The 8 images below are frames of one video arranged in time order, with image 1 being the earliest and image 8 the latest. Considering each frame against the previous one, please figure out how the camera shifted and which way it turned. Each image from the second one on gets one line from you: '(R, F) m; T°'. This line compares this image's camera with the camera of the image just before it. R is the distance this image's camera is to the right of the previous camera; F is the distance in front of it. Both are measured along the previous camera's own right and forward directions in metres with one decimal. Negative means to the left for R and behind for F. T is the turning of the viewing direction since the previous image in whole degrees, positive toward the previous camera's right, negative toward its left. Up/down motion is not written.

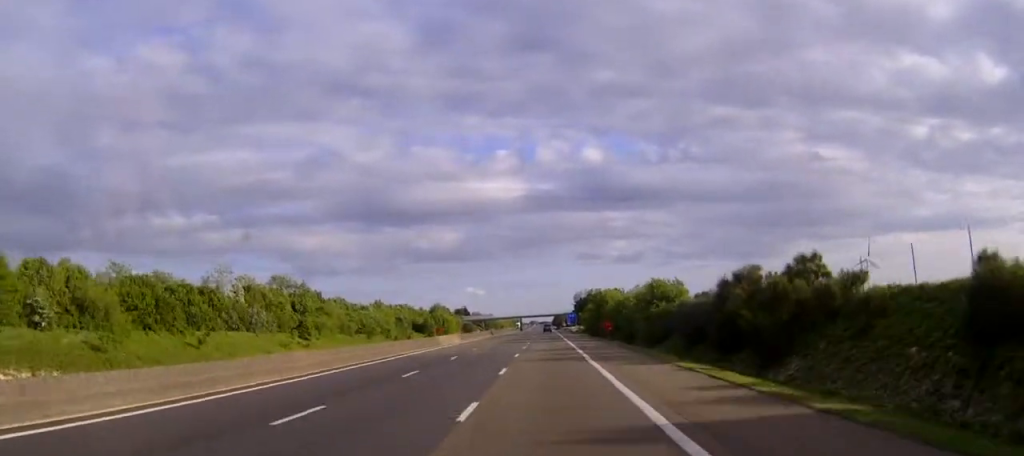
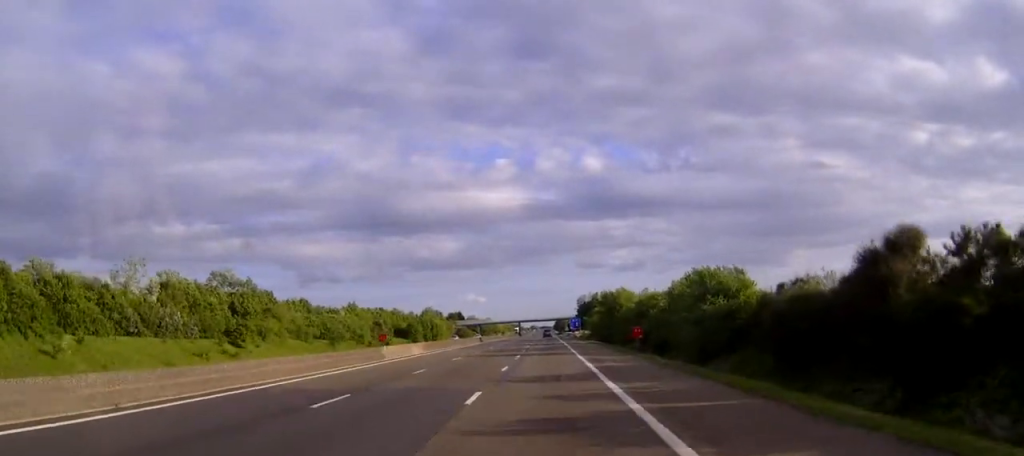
(0.0, +23.3) m; 0°
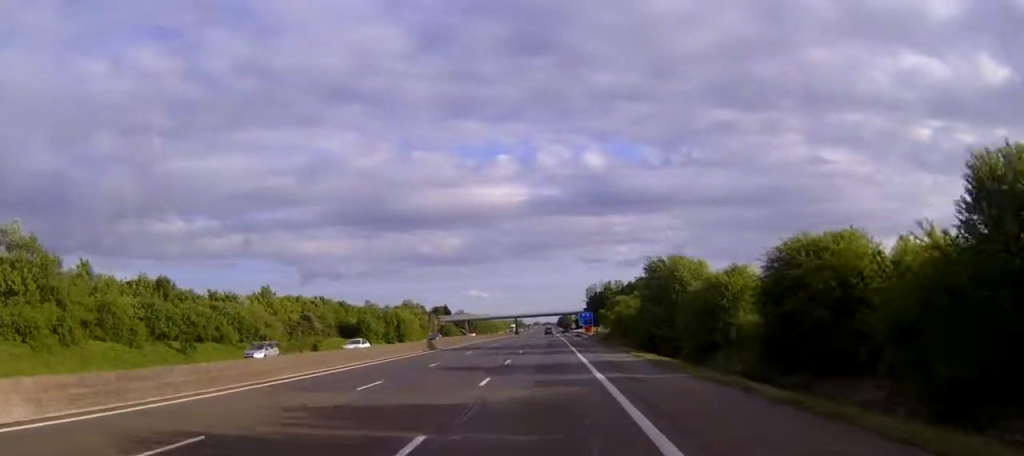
(-0.1, +47.5) m; 0°
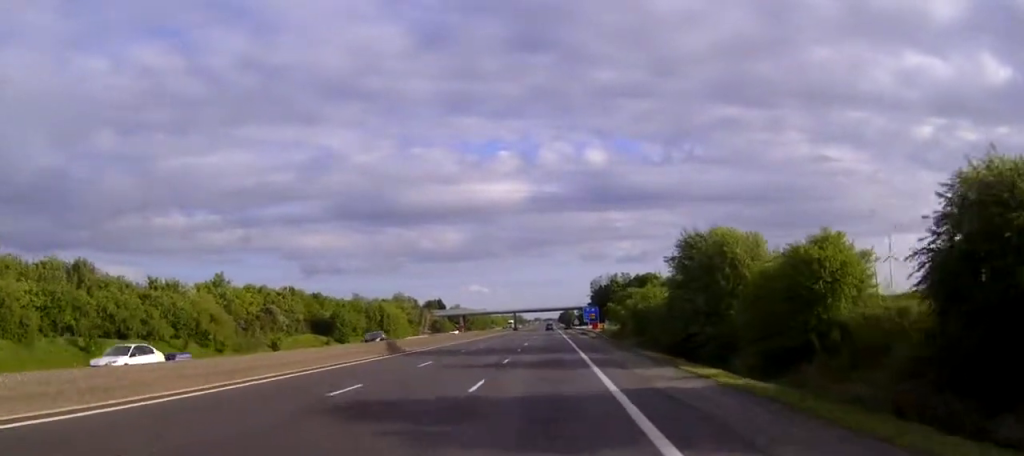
(0.0, +15.8) m; 0°
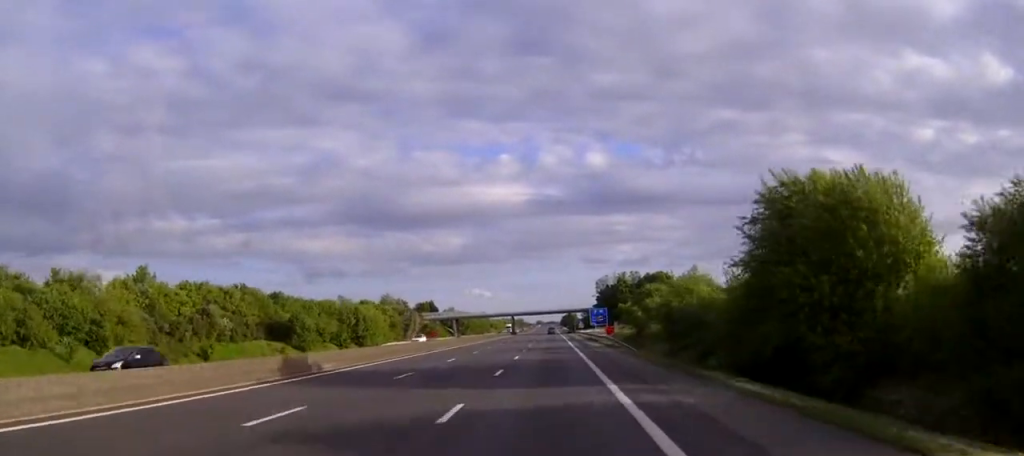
(0.0, +18.6) m; 0°
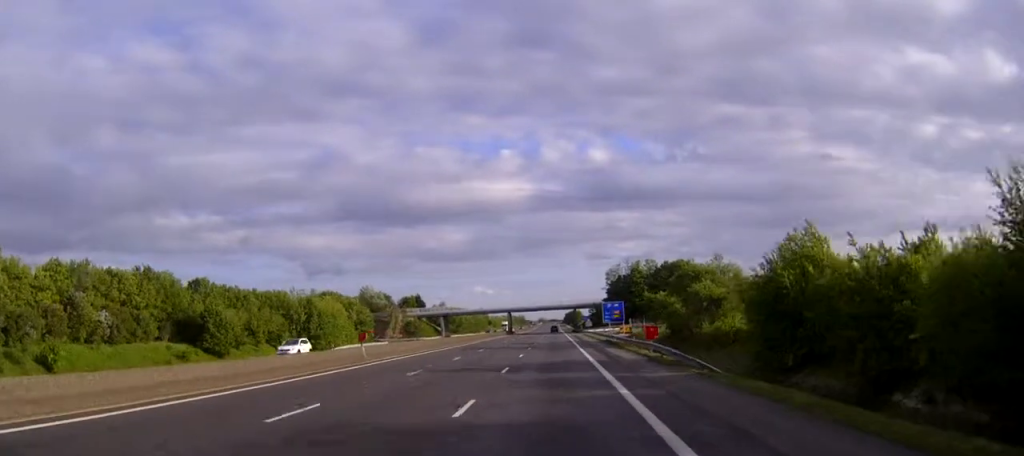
(0.0, +25.2) m; 0°
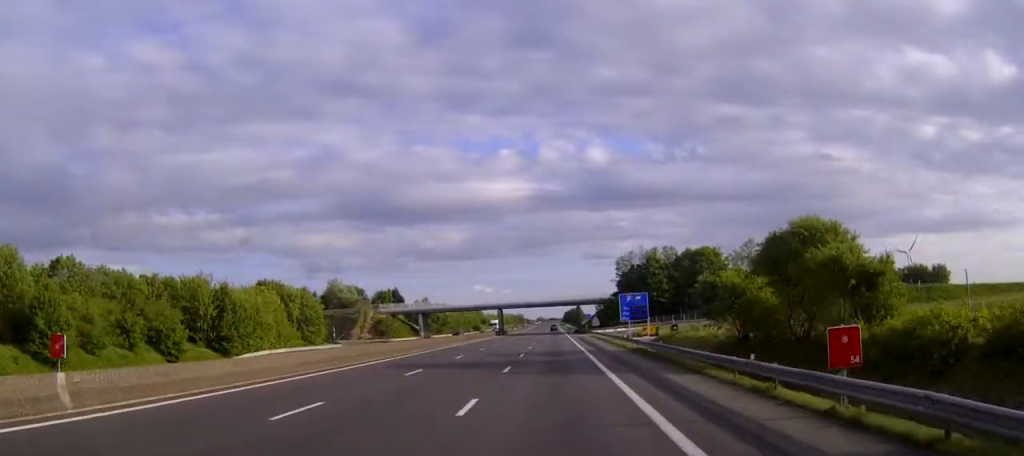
(0.0, +26.2) m; 0°
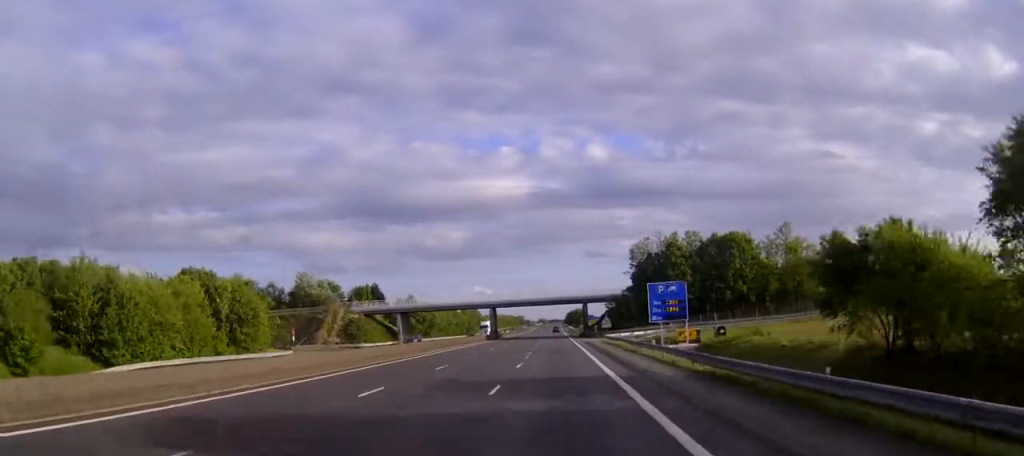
(0.0, +20.7) m; 0°
